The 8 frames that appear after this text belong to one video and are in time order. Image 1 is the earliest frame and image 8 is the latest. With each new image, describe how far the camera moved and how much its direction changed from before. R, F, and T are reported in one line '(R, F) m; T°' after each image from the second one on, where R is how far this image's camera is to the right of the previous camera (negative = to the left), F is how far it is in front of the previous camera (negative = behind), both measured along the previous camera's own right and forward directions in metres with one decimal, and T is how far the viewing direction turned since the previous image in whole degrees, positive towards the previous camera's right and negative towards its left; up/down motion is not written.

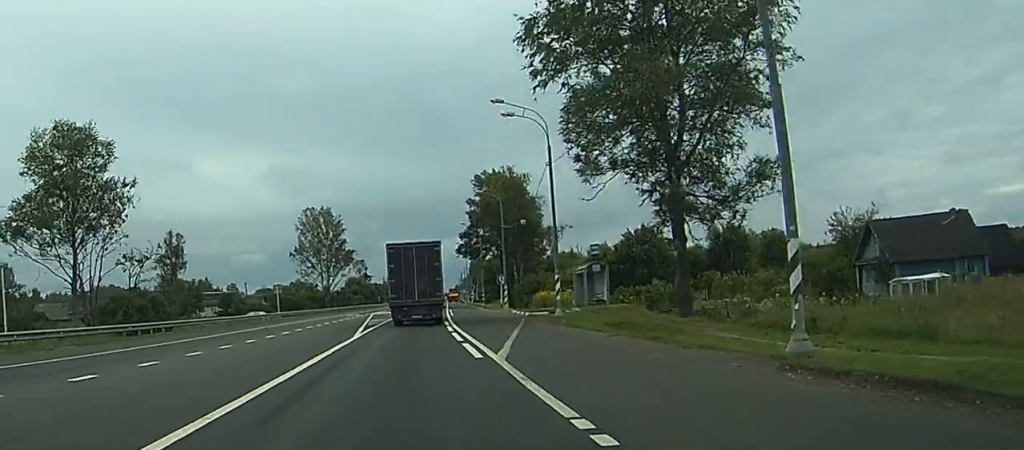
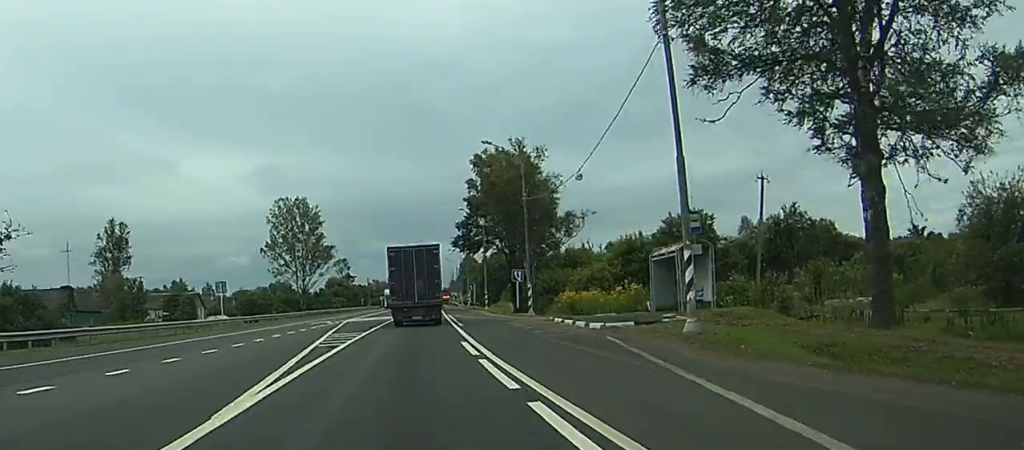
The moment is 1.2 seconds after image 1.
(+0.2, +22.6) m; +1°
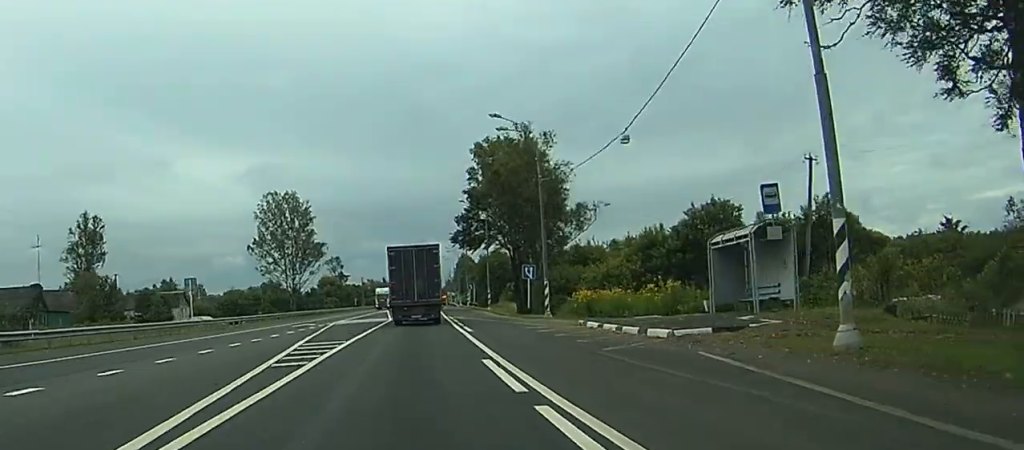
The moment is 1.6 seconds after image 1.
(0.0, +8.4) m; 0°
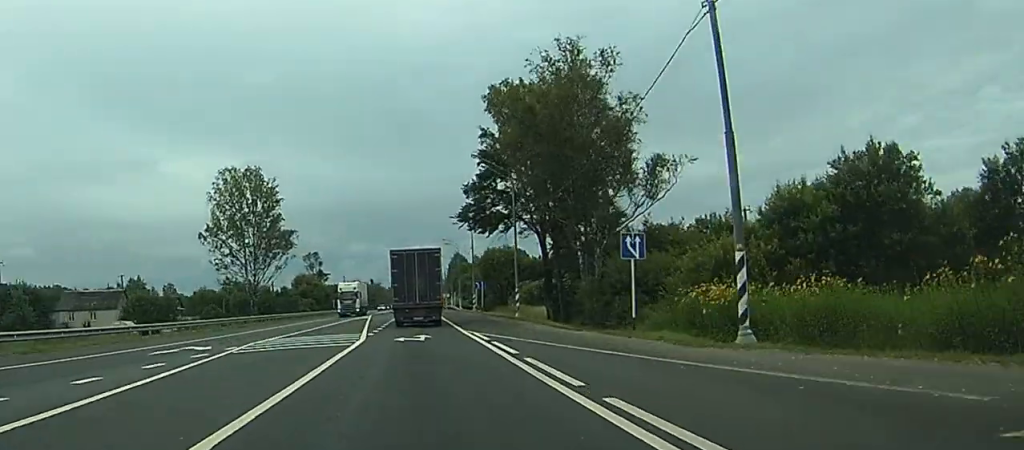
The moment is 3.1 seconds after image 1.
(0.0, +29.3) m; 0°
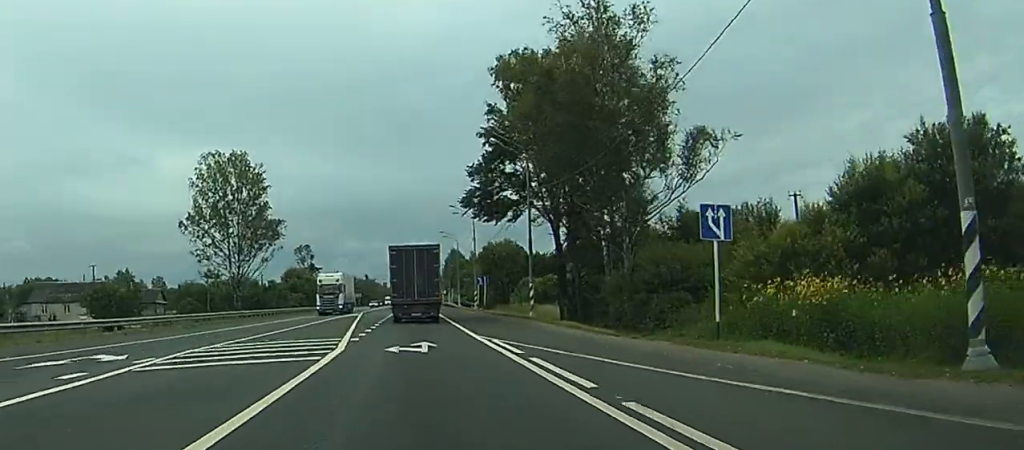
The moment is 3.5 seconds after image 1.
(0.0, +8.5) m; 0°
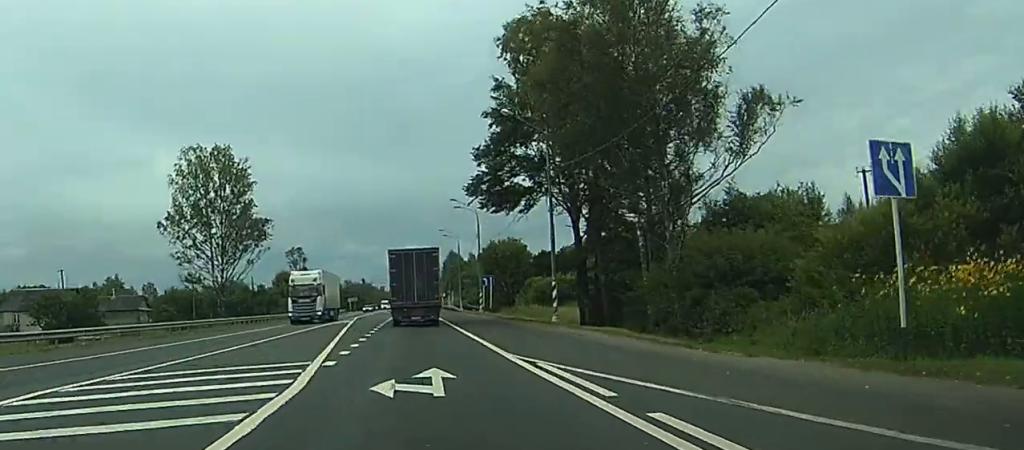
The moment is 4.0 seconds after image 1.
(0.0, +8.6) m; 0°
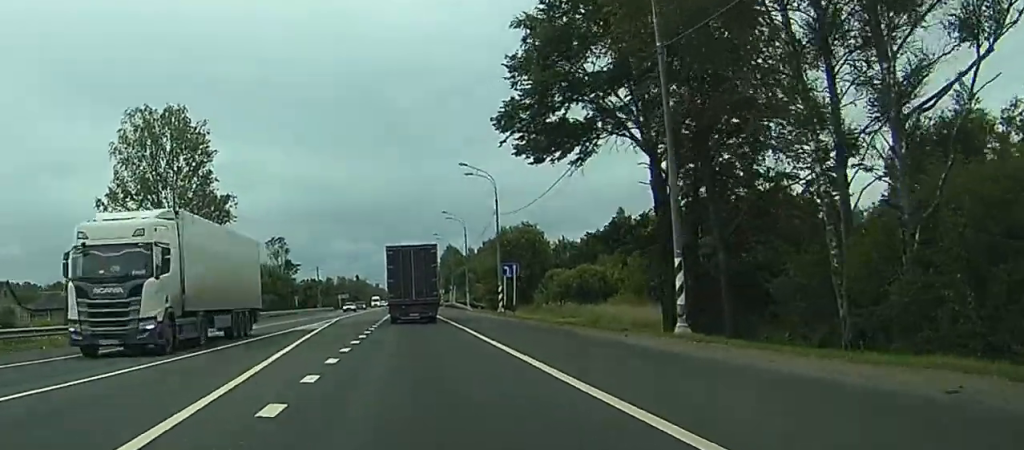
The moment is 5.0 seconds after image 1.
(0.0, +20.1) m; 0°
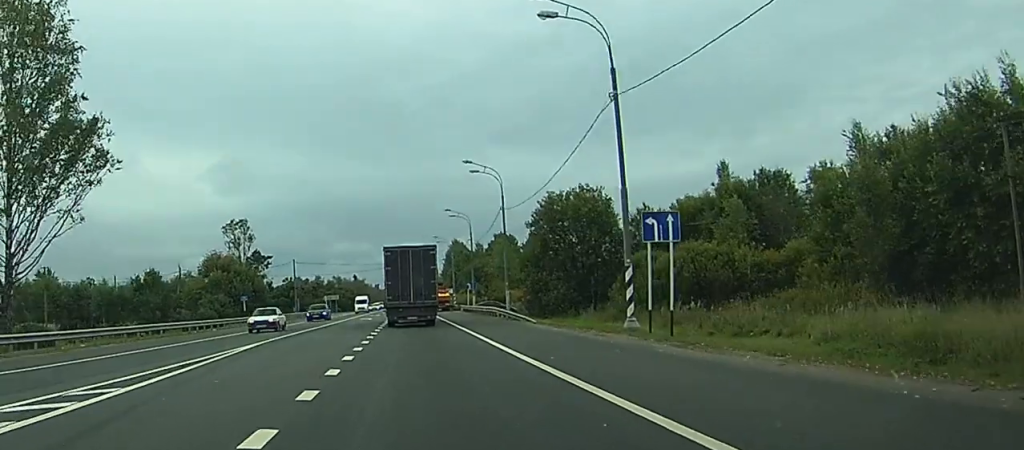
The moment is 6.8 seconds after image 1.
(+0.3, +37.1) m; +1°
